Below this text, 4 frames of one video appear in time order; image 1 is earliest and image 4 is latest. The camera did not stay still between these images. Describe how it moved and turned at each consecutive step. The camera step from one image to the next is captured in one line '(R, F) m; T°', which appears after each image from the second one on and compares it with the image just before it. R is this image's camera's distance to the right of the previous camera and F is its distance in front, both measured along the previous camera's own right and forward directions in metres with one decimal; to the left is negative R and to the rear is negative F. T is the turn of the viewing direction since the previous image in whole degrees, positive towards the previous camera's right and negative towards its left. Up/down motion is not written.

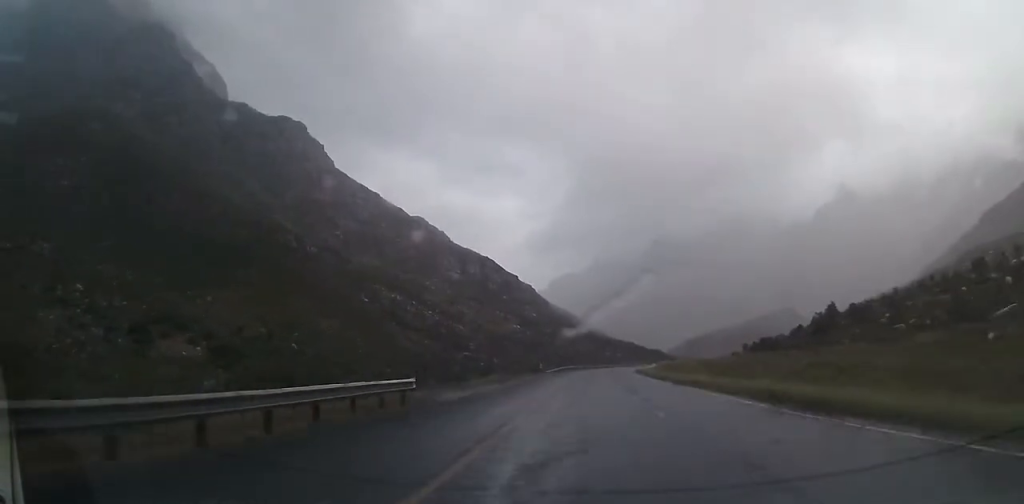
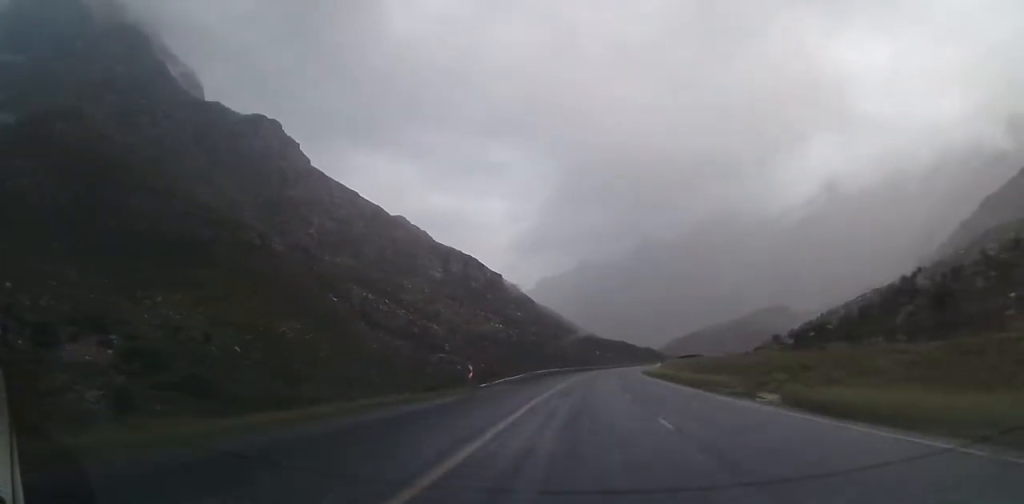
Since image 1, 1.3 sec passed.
(0.0, +38.3) m; 0°
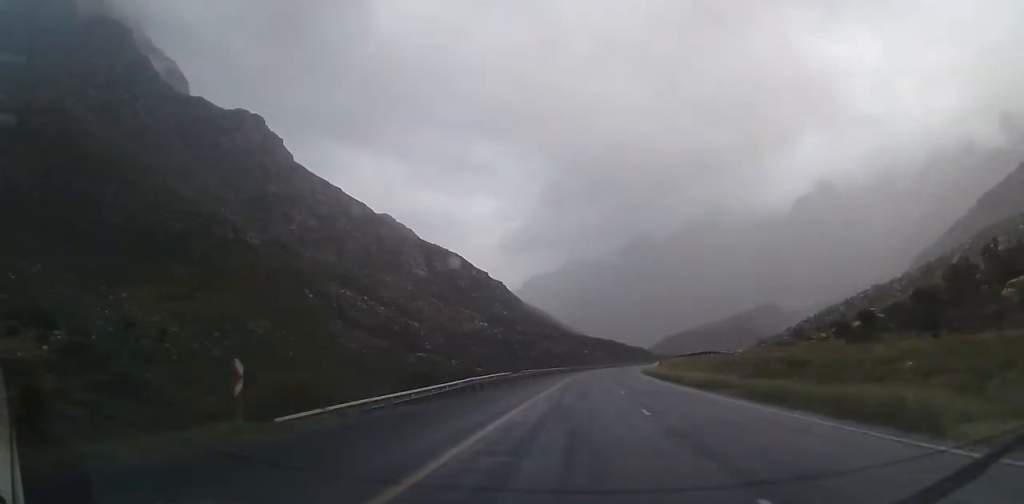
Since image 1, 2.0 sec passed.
(0.0, +21.1) m; 0°
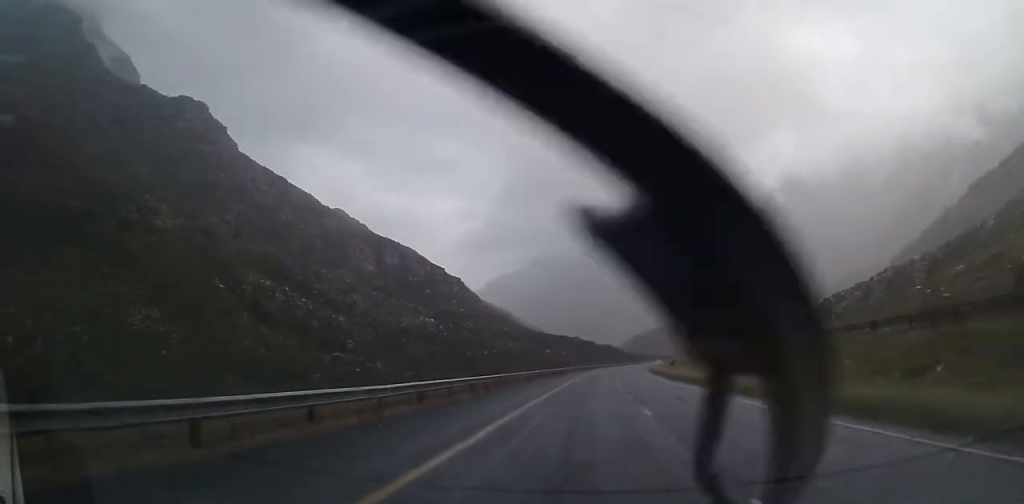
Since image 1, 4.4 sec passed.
(+2.0, +72.1) m; +4°
